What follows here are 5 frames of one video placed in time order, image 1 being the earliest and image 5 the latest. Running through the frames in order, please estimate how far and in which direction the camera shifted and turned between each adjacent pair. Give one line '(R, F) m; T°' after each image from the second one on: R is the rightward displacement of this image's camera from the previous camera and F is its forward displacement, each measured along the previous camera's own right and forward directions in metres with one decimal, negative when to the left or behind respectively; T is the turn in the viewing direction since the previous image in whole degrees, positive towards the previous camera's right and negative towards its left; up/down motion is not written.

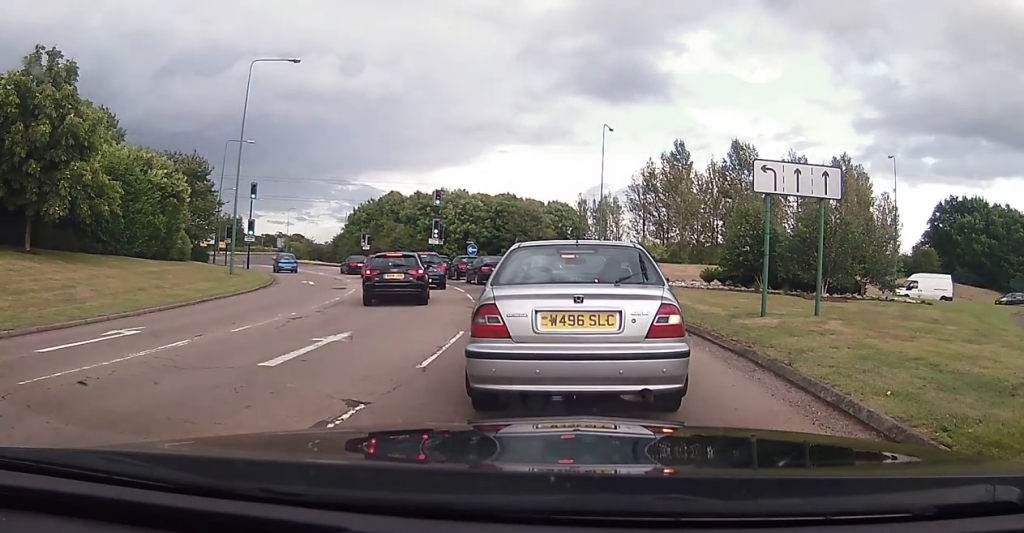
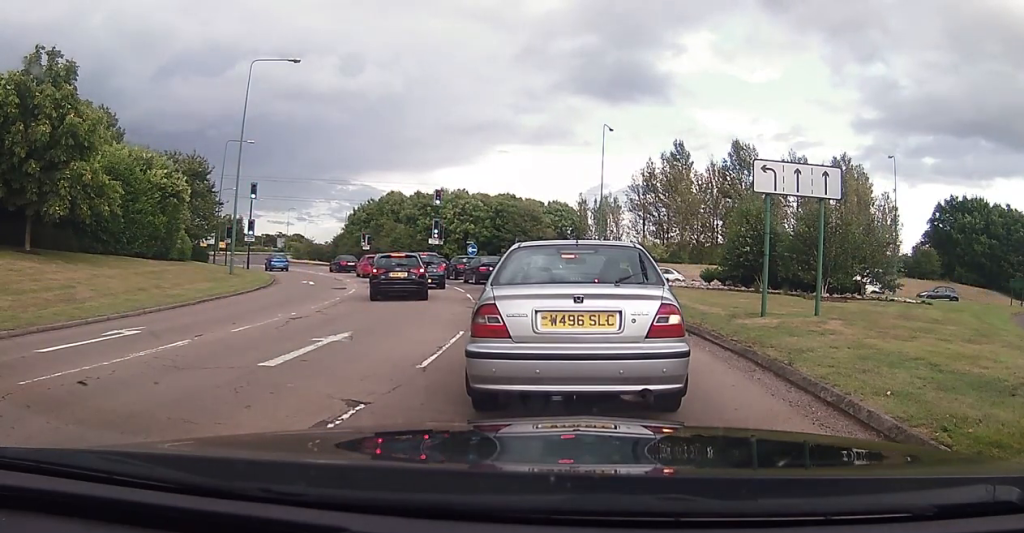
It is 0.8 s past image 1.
(0.0, 0.0) m; 0°
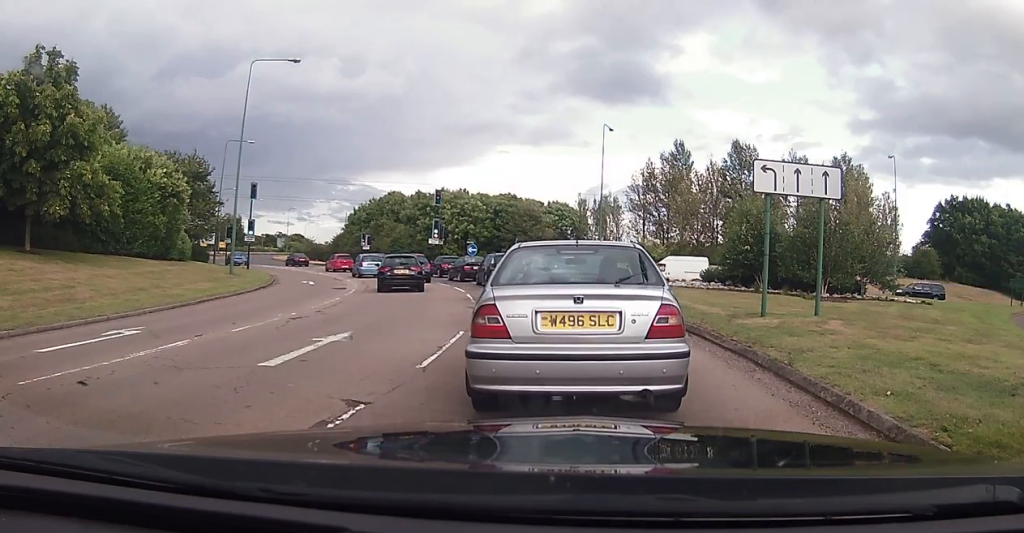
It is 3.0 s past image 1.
(0.0, 0.0) m; 0°
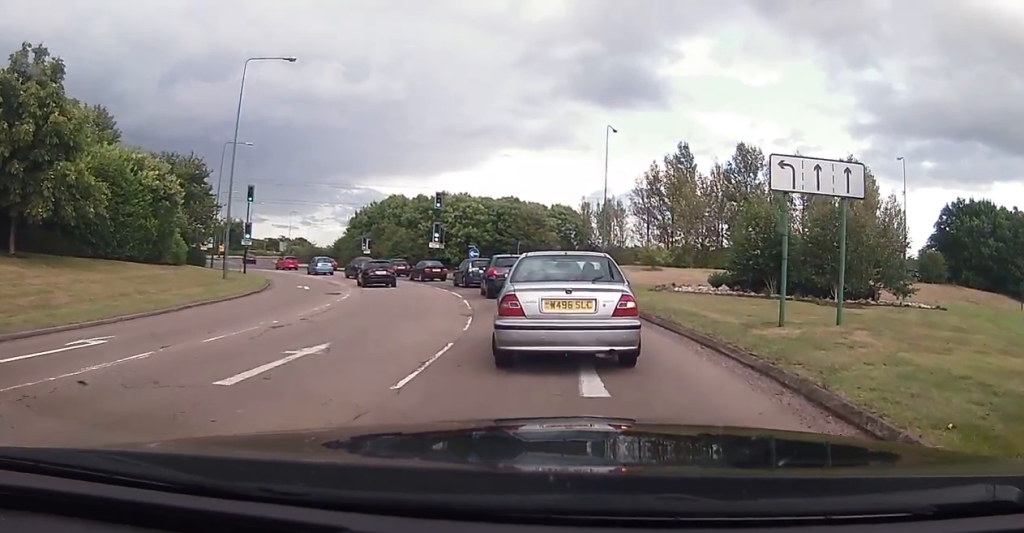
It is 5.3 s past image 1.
(+0.1, +0.5) m; 0°
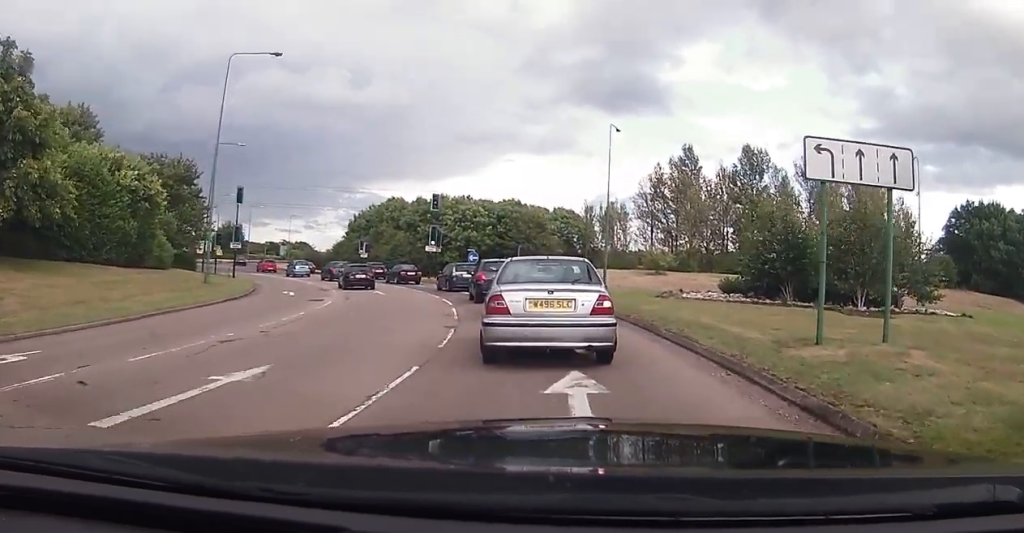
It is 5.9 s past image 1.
(0.0, +1.4) m; -1°
